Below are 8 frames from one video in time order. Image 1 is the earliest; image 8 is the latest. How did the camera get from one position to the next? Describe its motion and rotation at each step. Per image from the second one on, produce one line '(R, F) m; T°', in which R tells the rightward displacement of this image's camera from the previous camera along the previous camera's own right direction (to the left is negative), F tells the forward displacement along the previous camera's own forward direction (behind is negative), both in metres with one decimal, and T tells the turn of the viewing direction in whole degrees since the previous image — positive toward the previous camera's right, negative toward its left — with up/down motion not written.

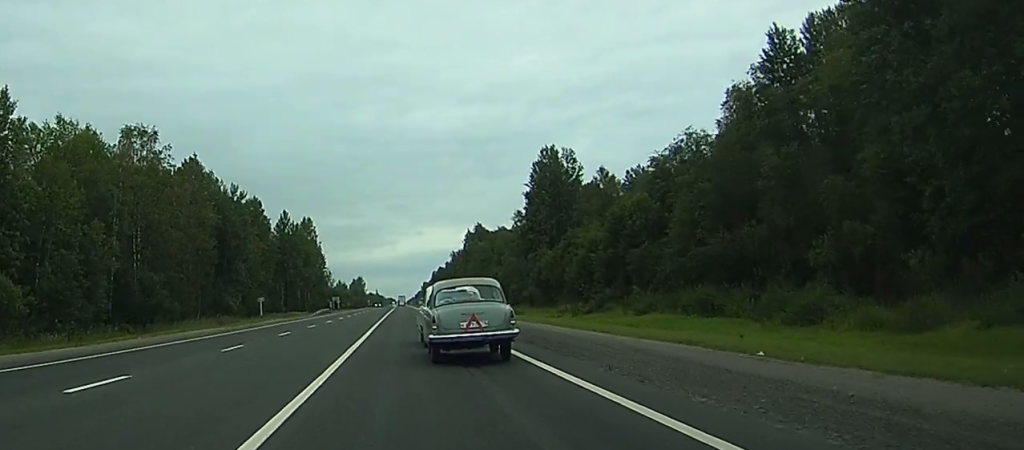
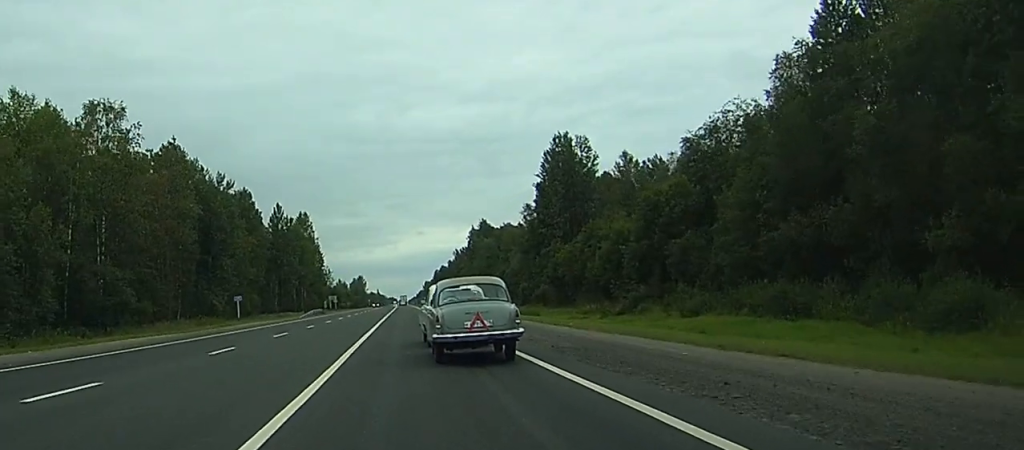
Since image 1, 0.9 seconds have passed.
(0.0, +13.3) m; 0°
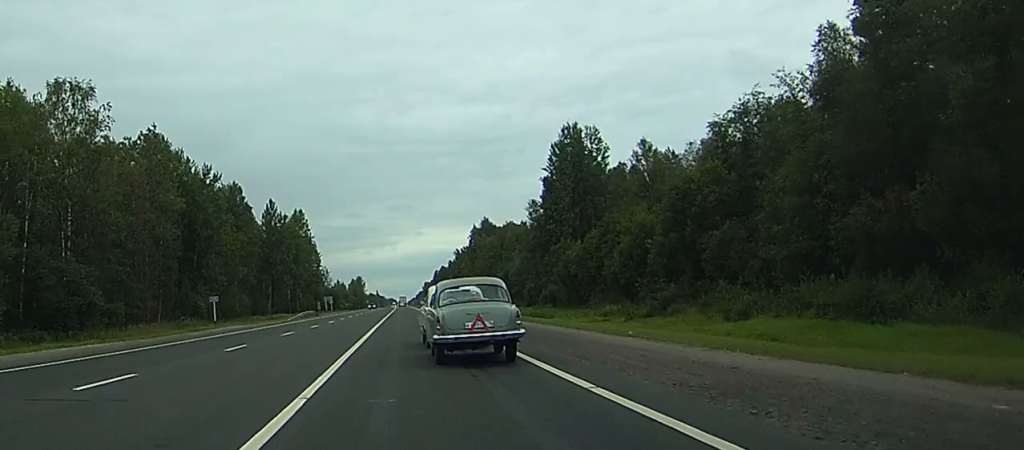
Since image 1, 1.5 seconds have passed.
(0.0, +9.7) m; 0°
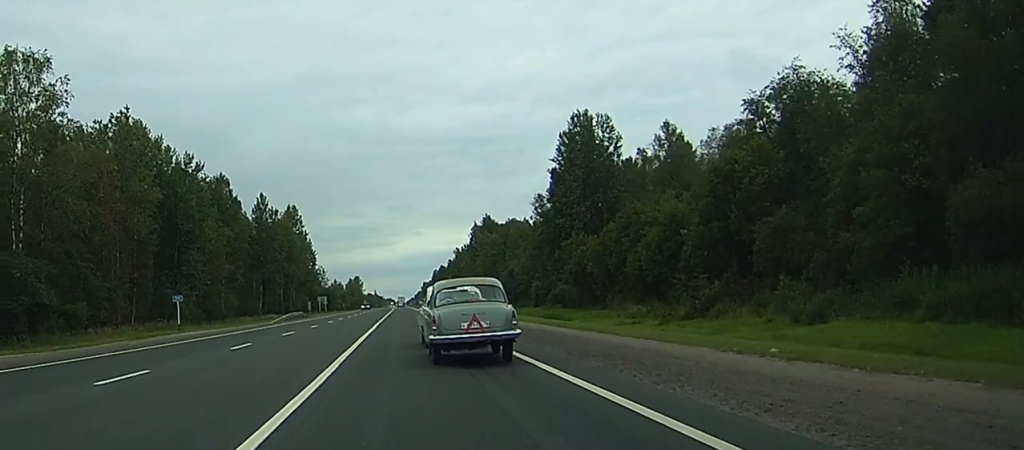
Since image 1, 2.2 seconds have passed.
(0.0, +10.8) m; 0°
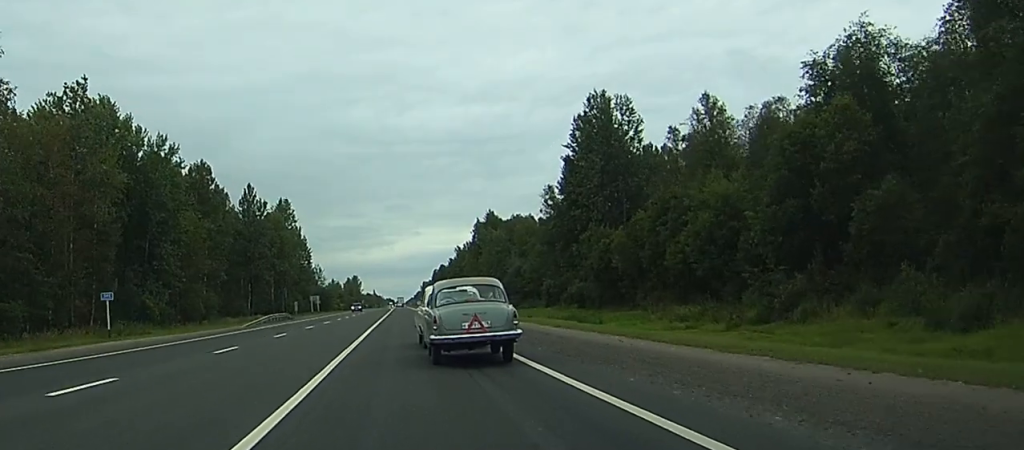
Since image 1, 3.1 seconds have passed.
(+0.1, +13.9) m; 0°
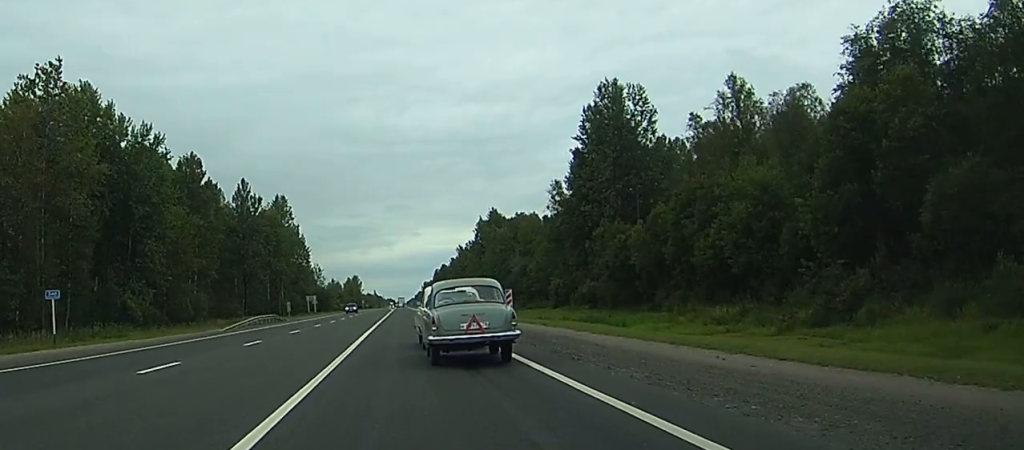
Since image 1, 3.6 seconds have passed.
(+0.1, +7.2) m; 0°
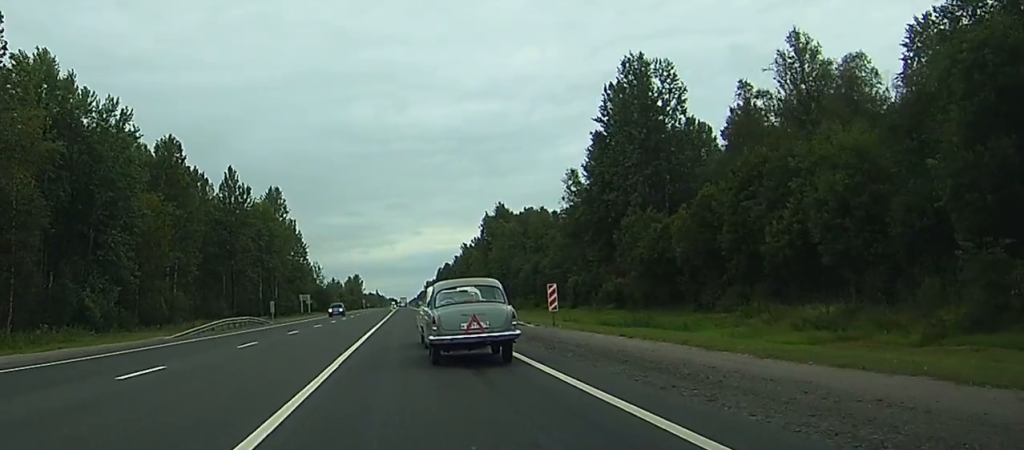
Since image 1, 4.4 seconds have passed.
(-0.1, +13.5) m; 0°
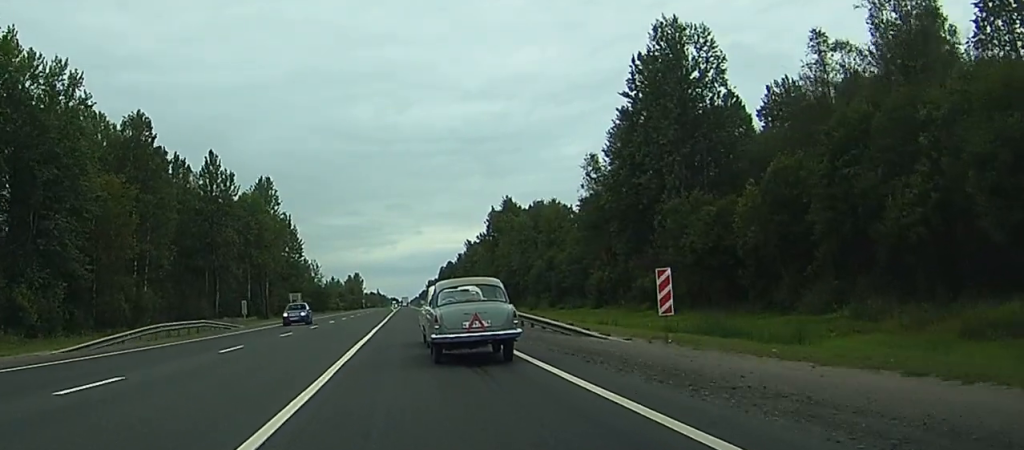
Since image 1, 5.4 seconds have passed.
(0.0, +15.1) m; 0°
